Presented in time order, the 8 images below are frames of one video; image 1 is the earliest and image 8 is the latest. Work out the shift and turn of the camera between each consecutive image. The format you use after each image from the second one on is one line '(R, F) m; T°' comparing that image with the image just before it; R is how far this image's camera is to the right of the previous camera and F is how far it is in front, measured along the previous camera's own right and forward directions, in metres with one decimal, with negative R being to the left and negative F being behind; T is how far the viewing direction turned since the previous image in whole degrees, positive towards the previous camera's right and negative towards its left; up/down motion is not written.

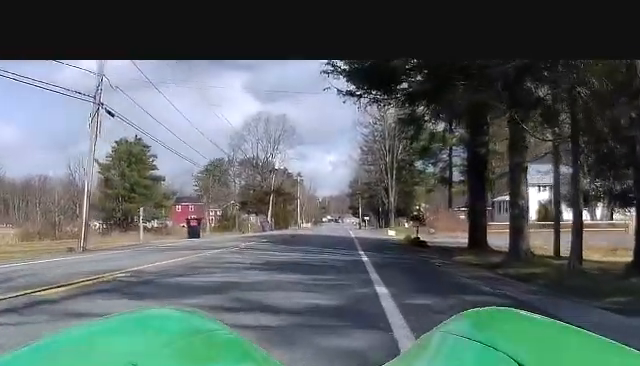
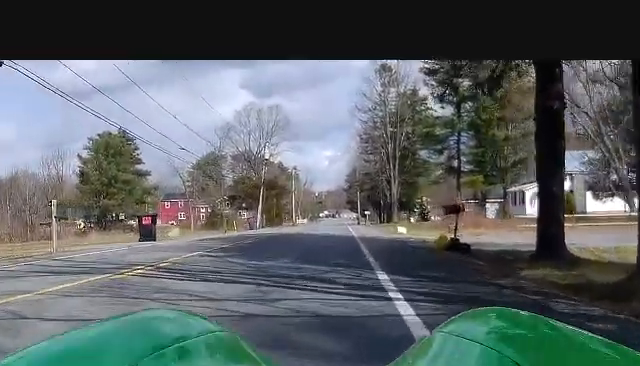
(0.0, +10.1) m; 0°
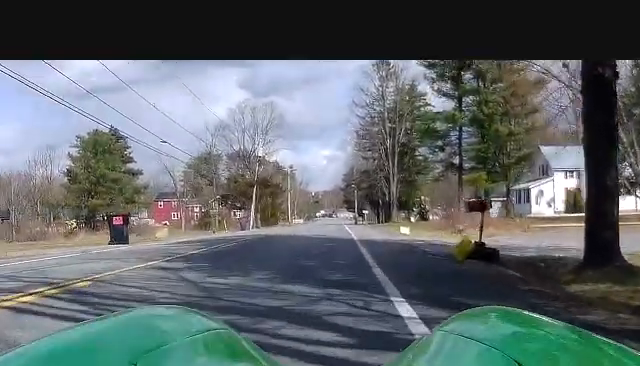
(0.0, +3.9) m; 0°
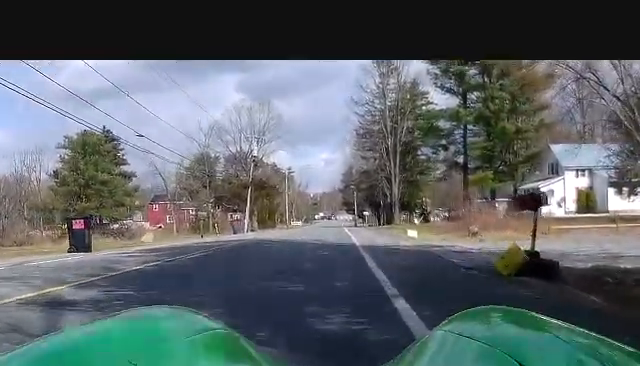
(0.0, +4.4) m; 0°
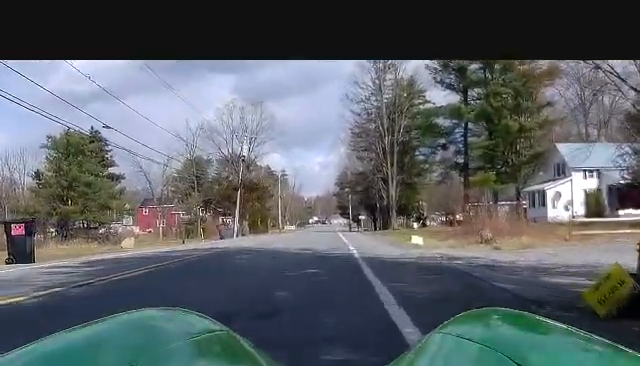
(0.0, +4.4) m; +1°
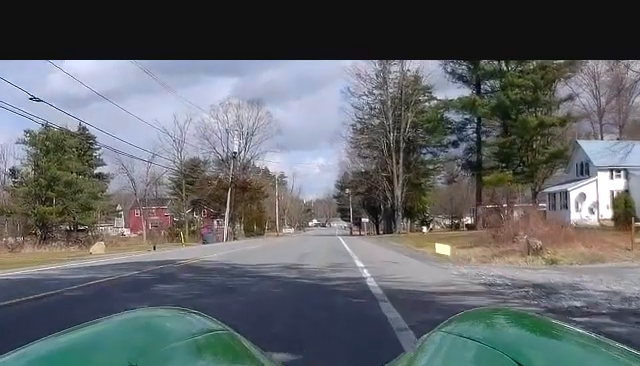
(+0.1, +7.5) m; -1°
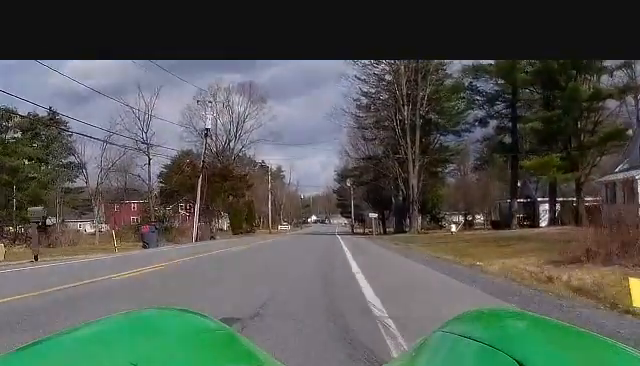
(-0.1, +15.5) m; 0°
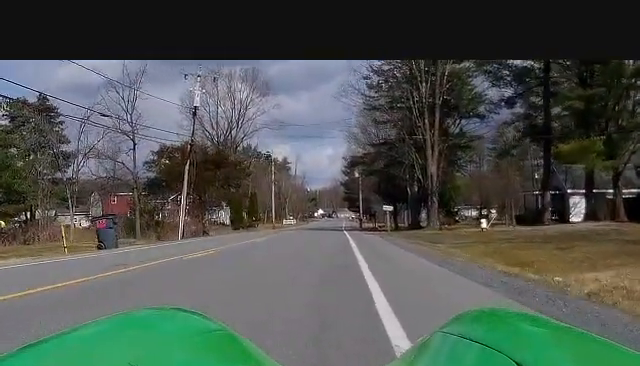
(-0.2, +7.7) m; -2°
